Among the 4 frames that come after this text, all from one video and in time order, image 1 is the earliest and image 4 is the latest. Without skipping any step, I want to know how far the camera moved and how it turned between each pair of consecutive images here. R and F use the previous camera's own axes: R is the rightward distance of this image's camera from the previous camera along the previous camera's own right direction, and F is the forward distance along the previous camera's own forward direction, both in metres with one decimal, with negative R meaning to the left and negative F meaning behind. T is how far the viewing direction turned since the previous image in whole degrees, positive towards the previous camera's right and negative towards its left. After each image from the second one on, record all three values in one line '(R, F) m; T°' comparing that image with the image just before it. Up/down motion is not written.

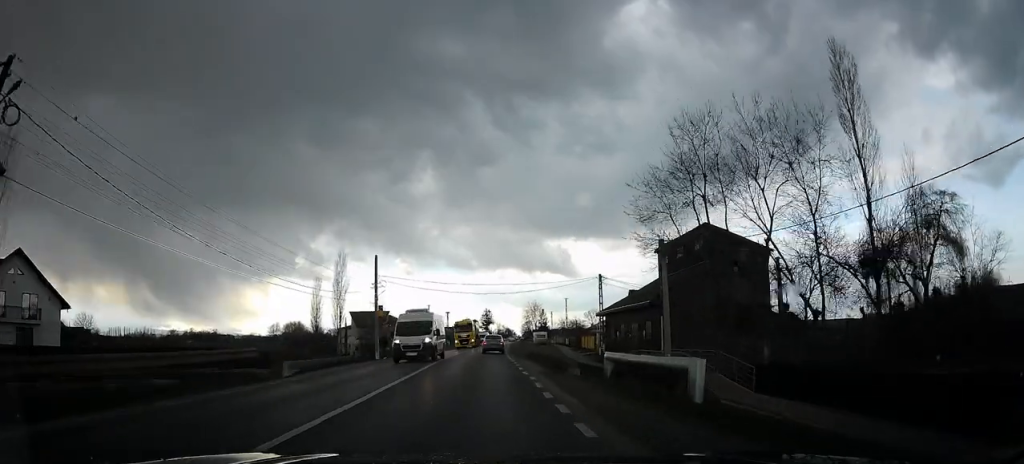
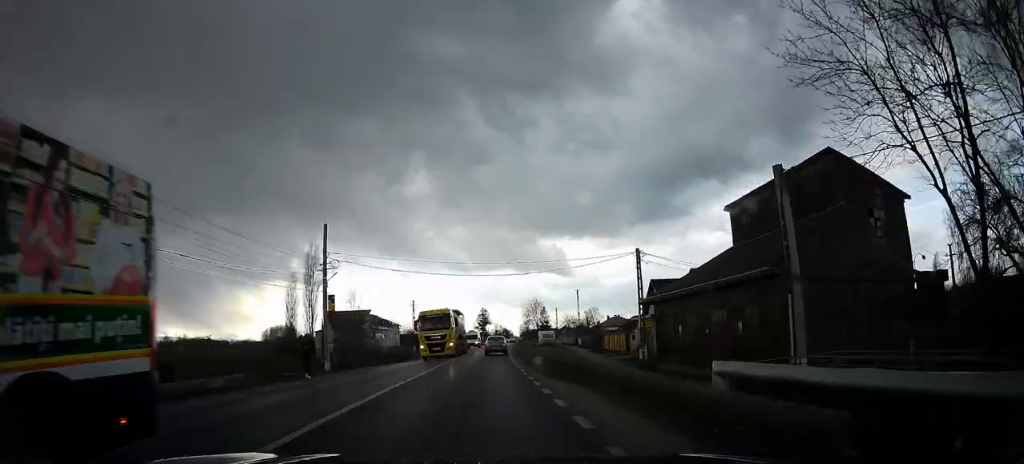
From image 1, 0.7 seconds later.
(-0.5, +14.0) m; +1°
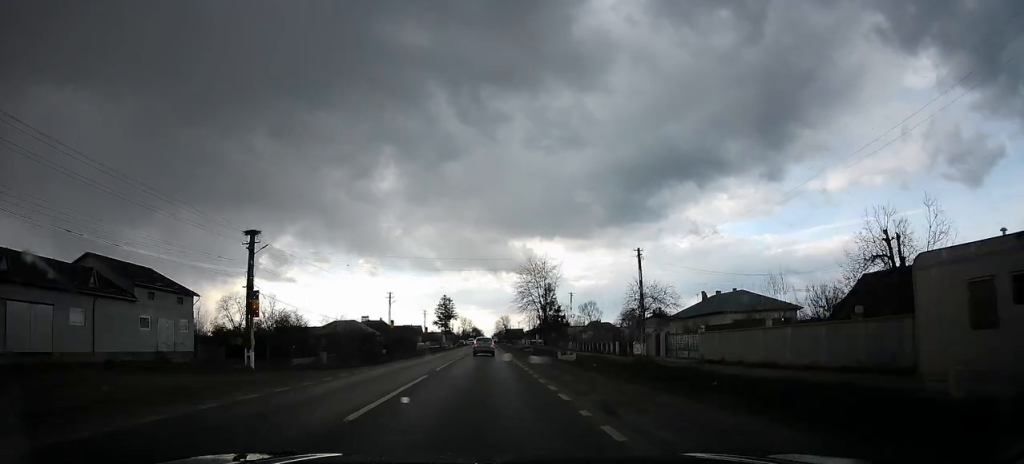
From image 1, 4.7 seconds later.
(+2.4, +73.9) m; +5°
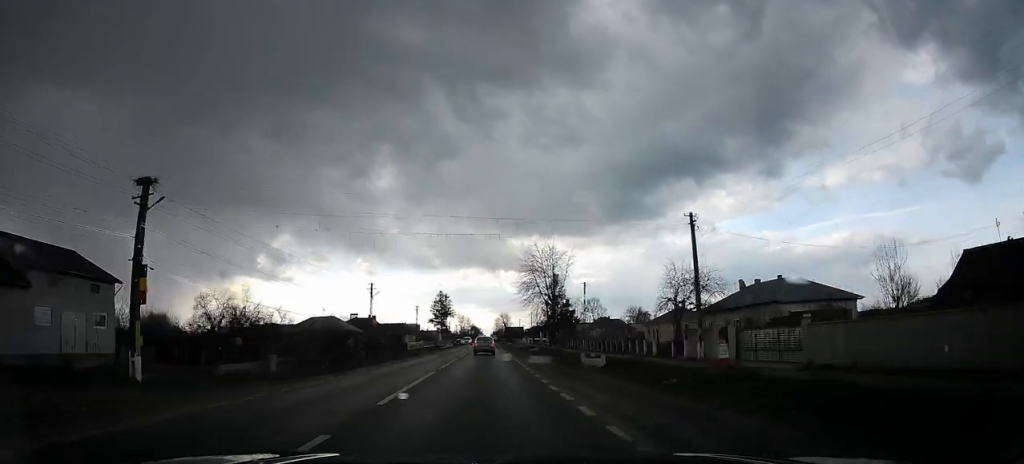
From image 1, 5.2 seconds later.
(+0.3, +10.3) m; +2°
